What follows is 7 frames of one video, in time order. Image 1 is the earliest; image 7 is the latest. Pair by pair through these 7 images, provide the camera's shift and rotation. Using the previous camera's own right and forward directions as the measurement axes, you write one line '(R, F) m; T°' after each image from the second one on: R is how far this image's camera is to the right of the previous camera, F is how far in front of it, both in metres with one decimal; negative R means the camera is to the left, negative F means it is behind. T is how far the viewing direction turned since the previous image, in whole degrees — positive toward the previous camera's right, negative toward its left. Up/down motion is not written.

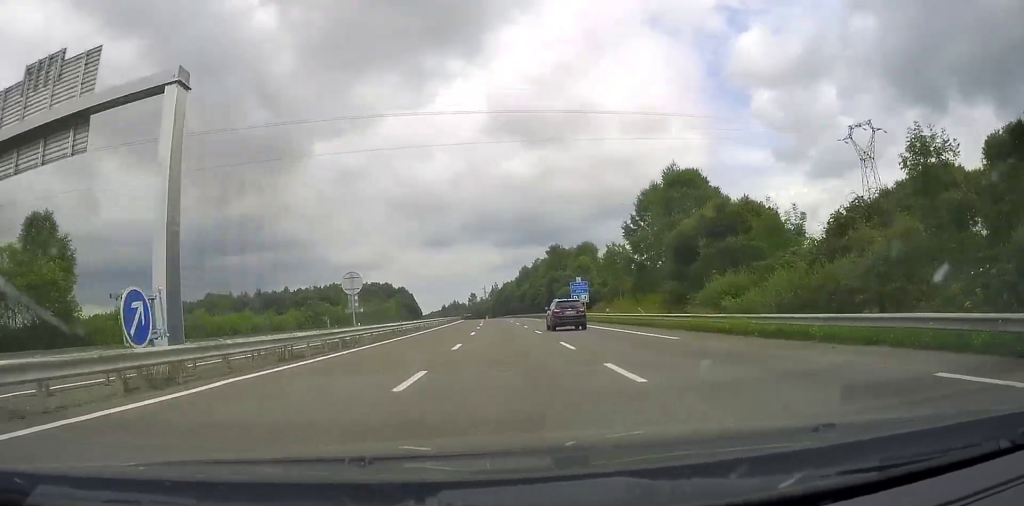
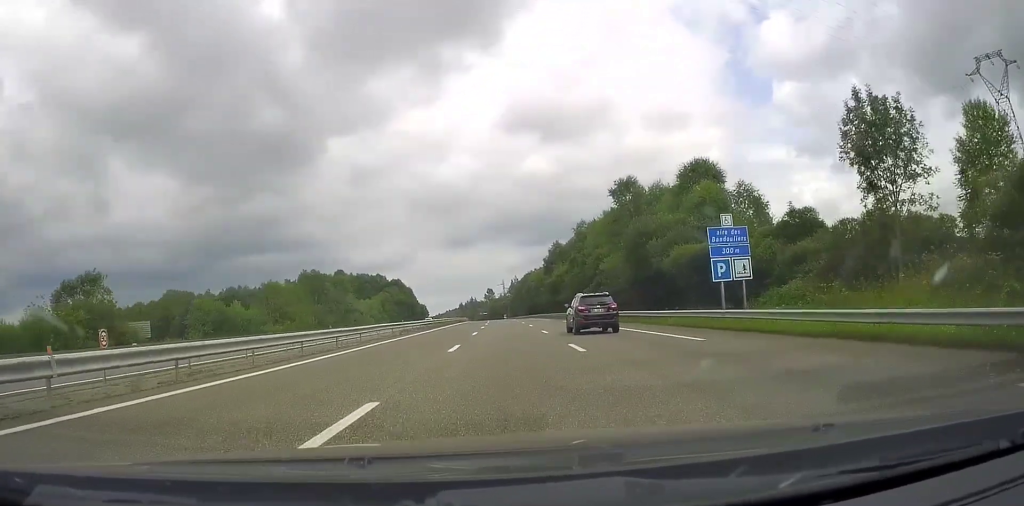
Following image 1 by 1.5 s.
(-0.4, +53.9) m; -1°
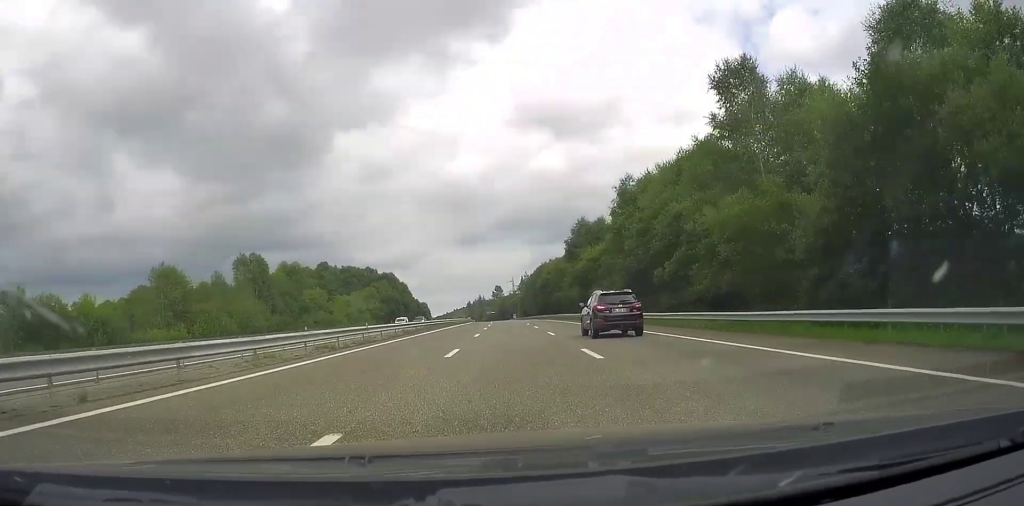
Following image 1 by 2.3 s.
(-0.4, +28.1) m; -1°
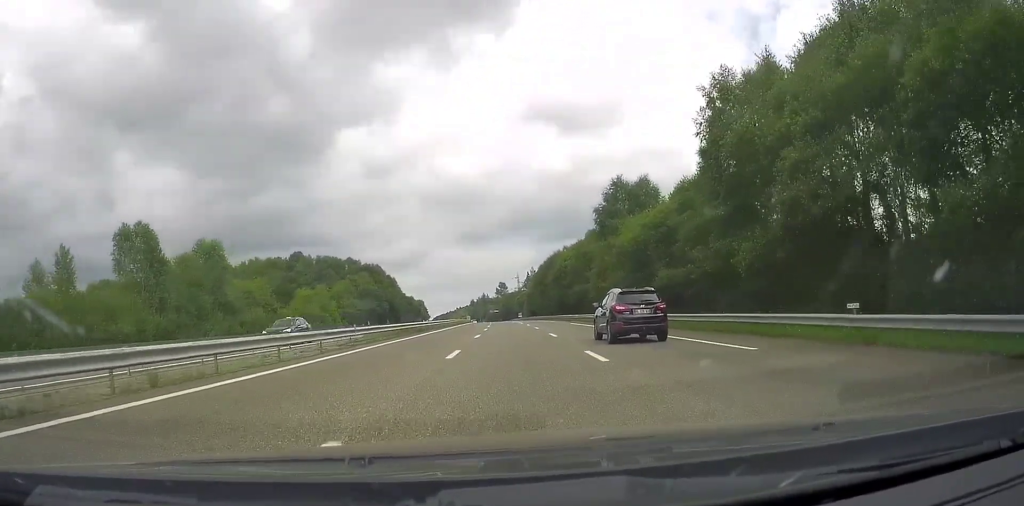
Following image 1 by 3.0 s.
(0.0, +26.3) m; -1°
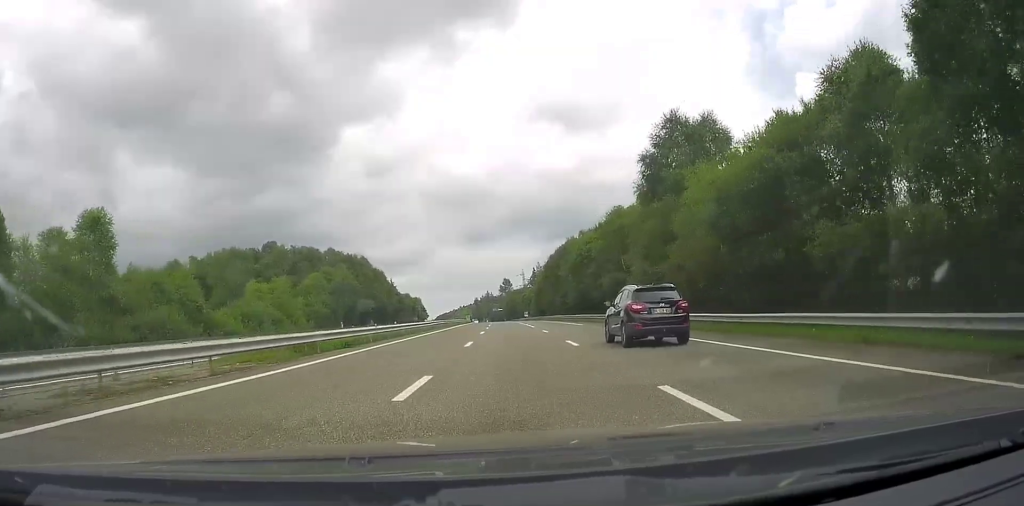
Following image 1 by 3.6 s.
(-0.1, +20.4) m; -1°
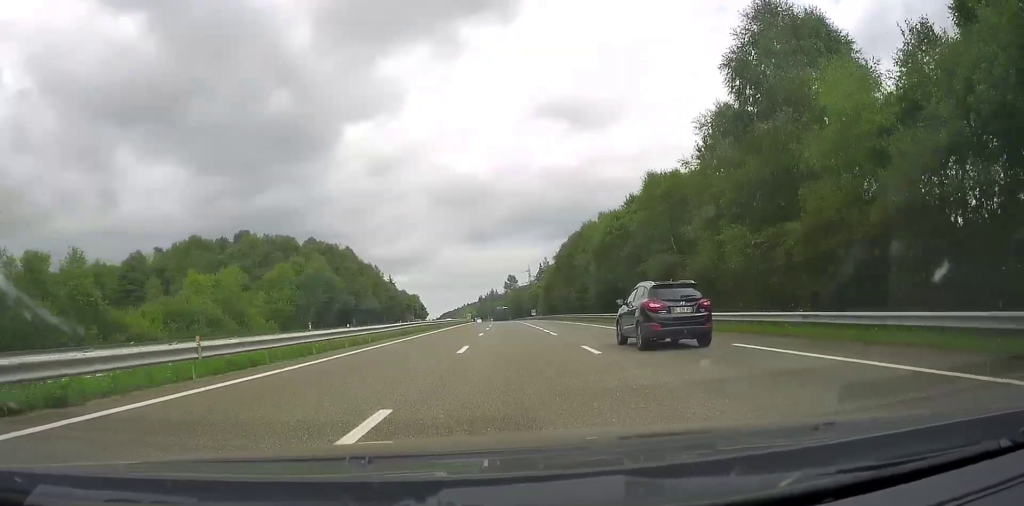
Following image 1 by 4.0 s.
(-0.3, +16.8) m; -1°
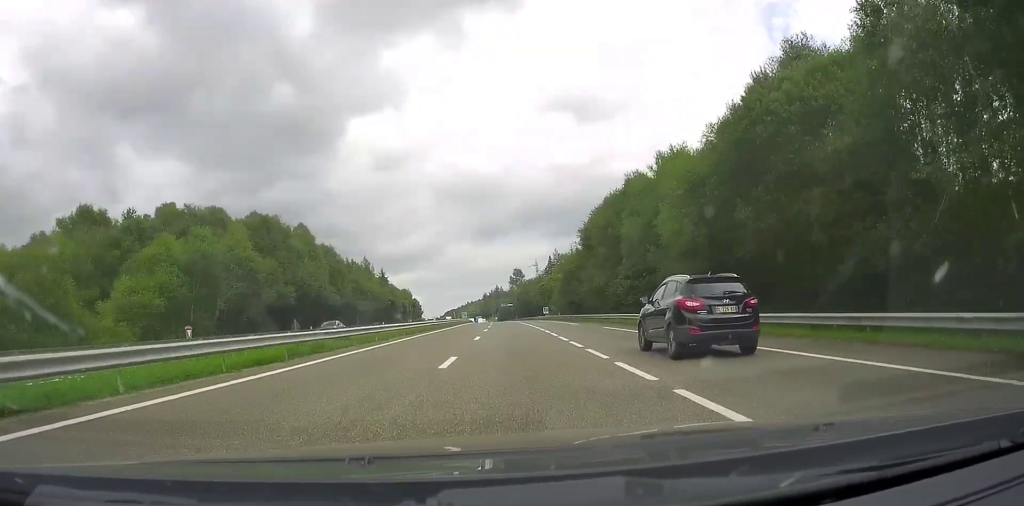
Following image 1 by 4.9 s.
(-0.2, +30.5) m; 0°
